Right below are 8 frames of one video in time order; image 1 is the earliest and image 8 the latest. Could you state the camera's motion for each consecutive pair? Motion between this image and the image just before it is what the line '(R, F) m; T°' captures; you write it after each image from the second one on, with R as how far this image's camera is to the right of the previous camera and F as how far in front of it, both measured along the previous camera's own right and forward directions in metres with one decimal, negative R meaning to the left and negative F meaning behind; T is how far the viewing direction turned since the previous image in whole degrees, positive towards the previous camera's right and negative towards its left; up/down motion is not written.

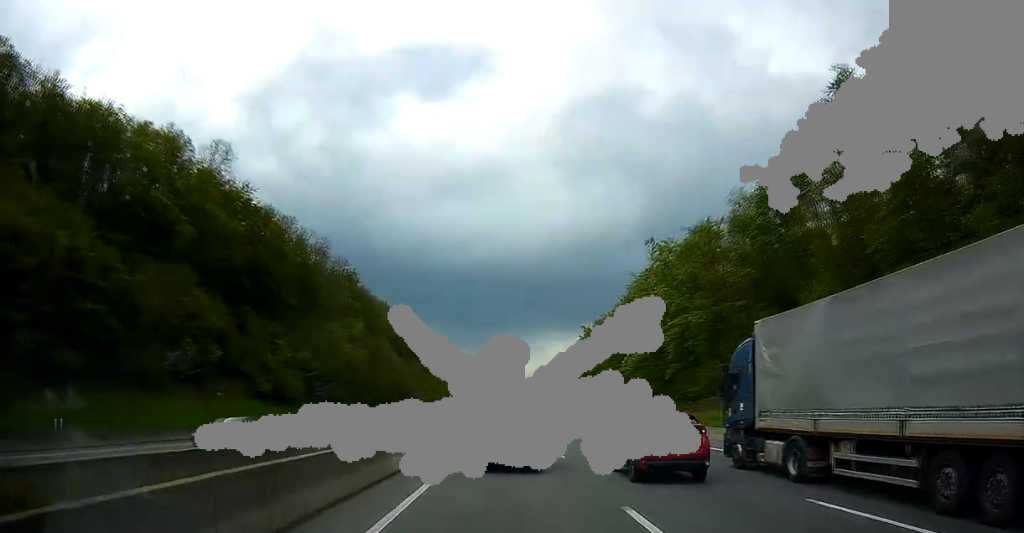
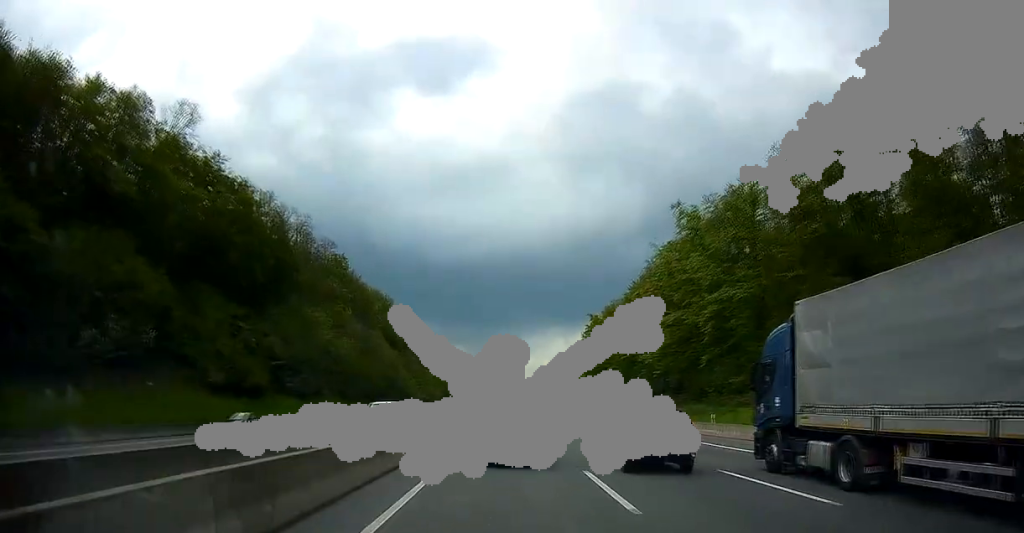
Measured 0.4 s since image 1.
(0.0, +12.6) m; 0°
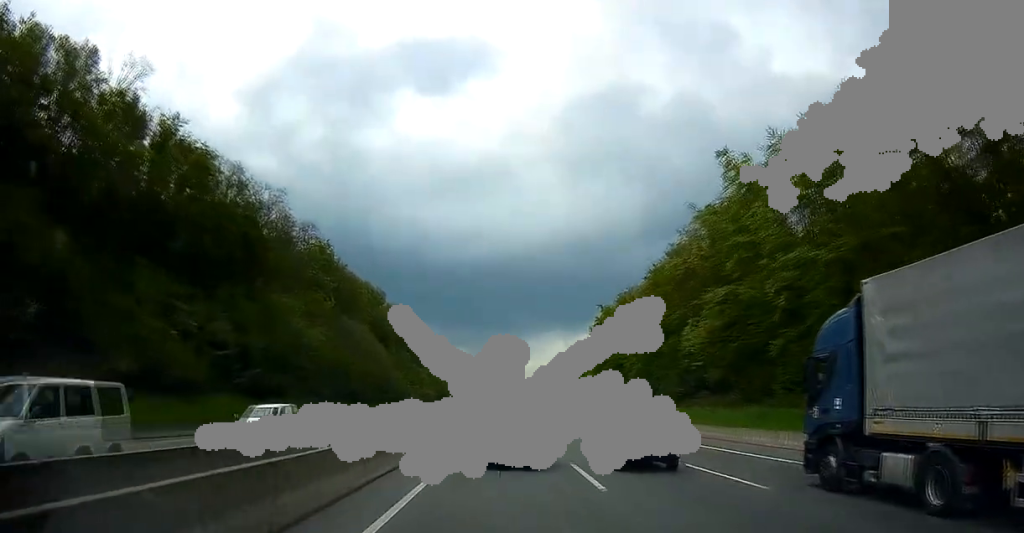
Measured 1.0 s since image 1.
(+0.1, +15.0) m; 0°
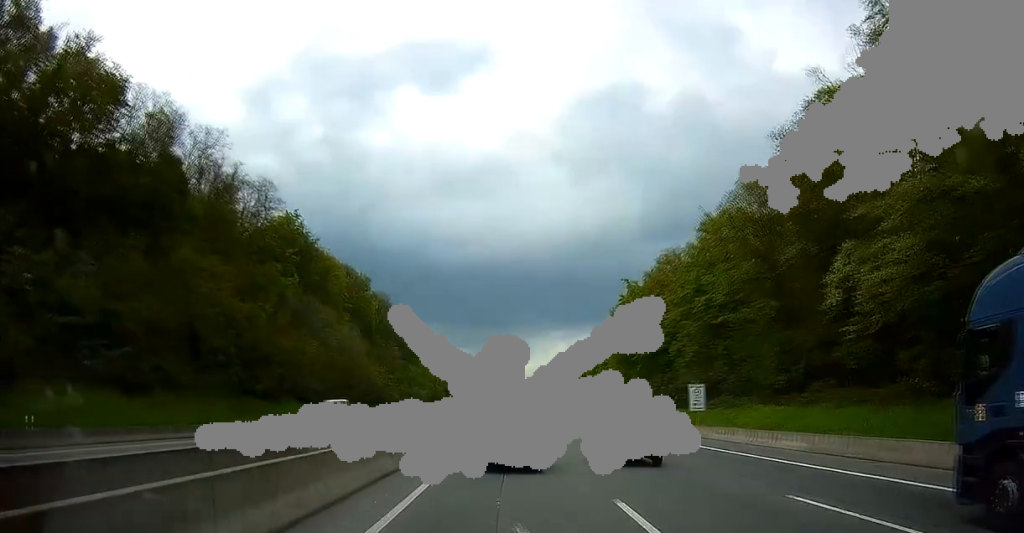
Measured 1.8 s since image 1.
(+0.1, +25.1) m; 0°
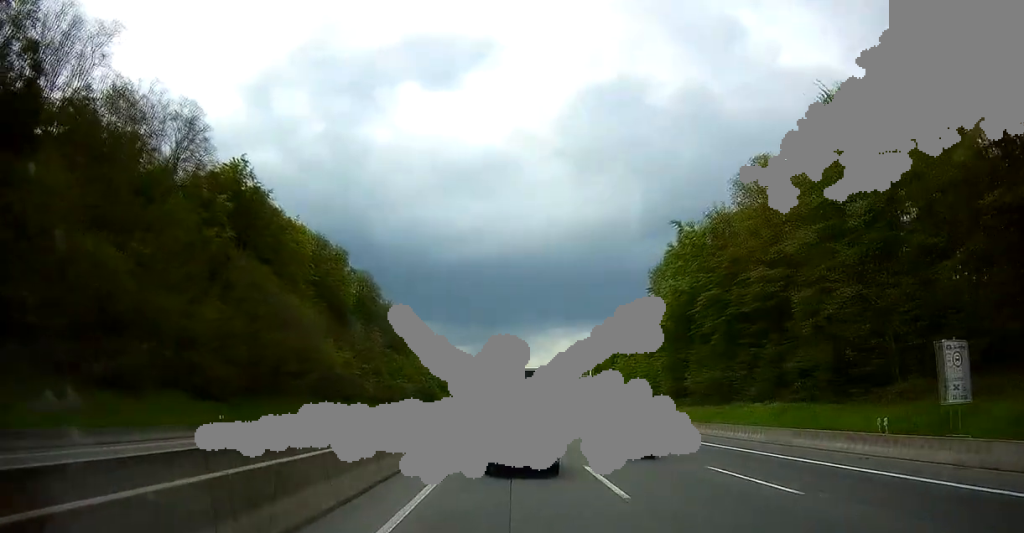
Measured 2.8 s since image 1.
(0.0, +28.7) m; 0°
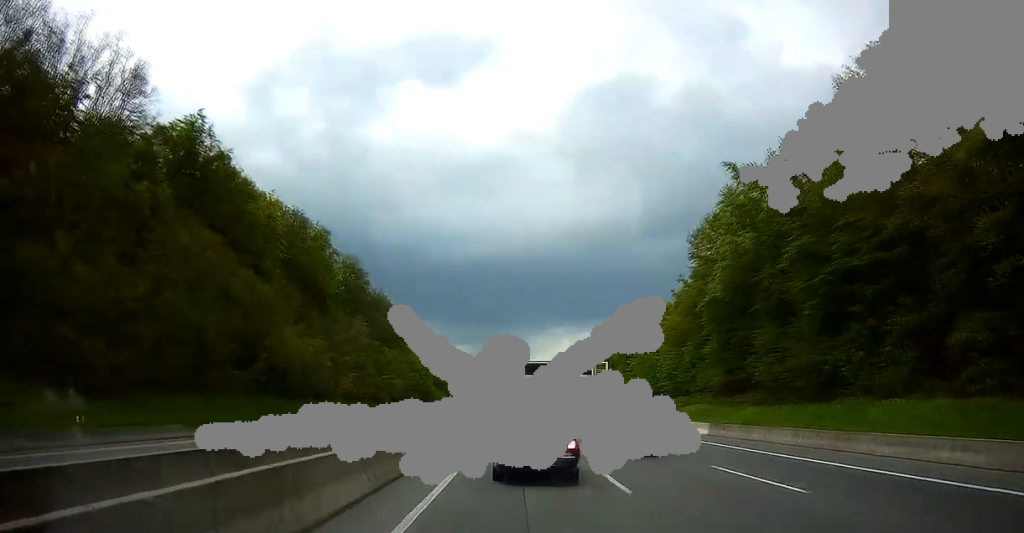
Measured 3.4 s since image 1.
(0.0, +17.6) m; 0°
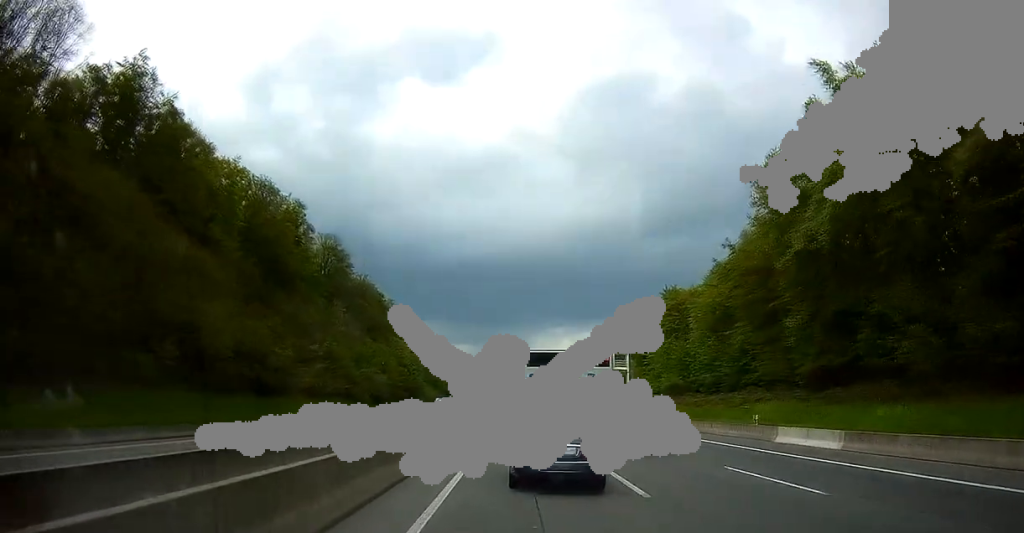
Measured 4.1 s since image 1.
(-0.2, +18.3) m; 0°
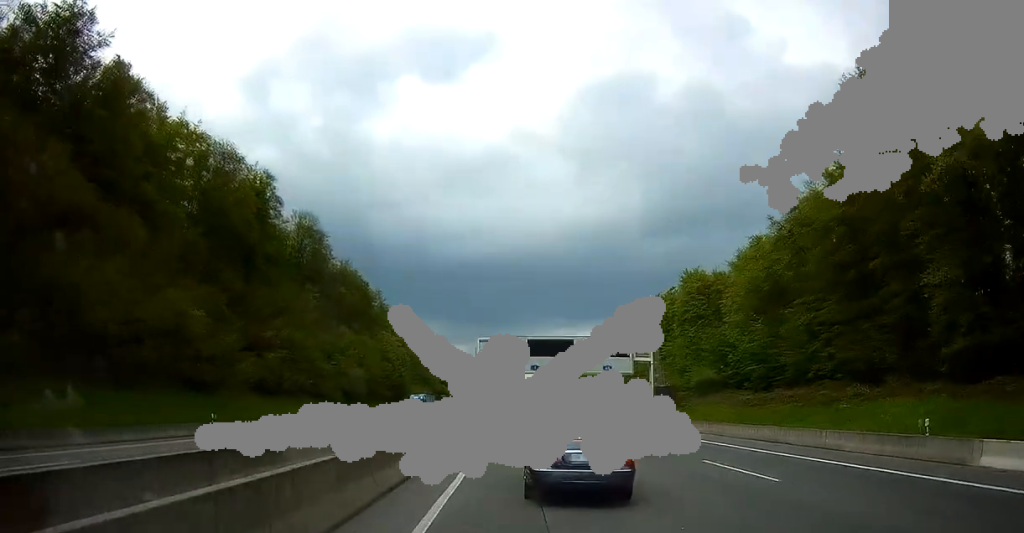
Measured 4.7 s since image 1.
(0.0, +16.3) m; 0°
